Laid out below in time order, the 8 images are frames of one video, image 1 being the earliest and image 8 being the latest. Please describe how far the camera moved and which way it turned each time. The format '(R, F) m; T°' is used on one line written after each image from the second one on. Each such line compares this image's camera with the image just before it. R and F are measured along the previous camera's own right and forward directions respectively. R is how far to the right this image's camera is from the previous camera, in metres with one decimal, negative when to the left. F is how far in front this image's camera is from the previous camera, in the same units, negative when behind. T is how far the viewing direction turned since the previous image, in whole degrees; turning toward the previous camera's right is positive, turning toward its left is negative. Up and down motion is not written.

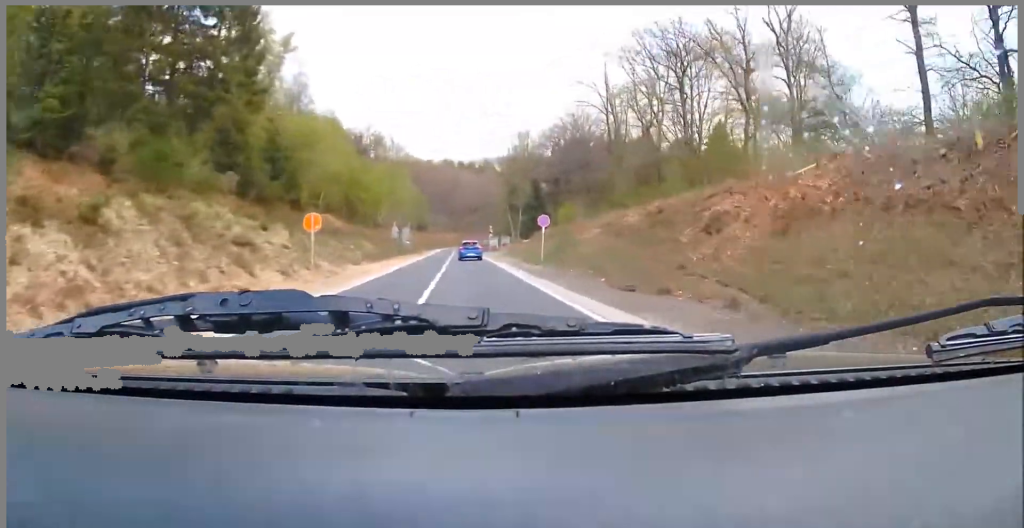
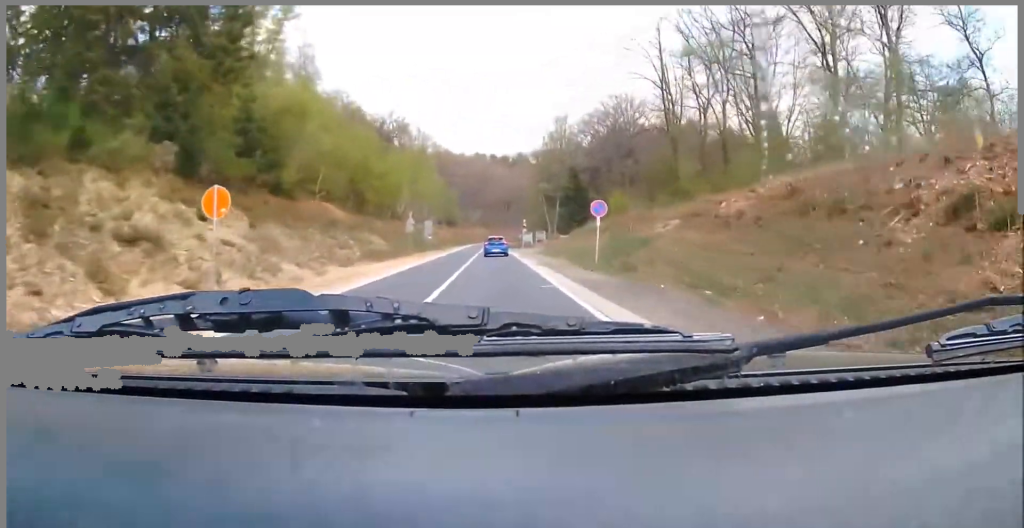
(-2.0, +10.2) m; -4°
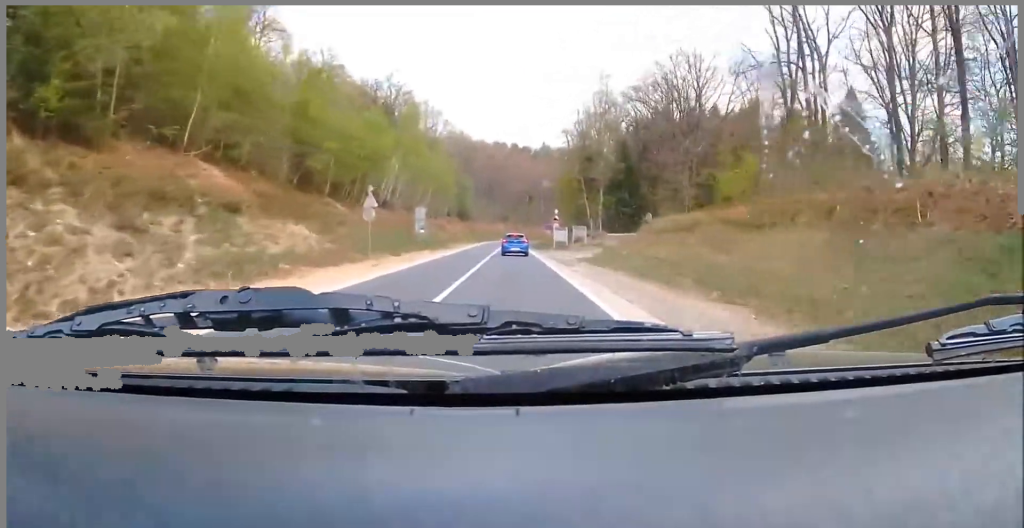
(+2.2, +23.0) m; +3°
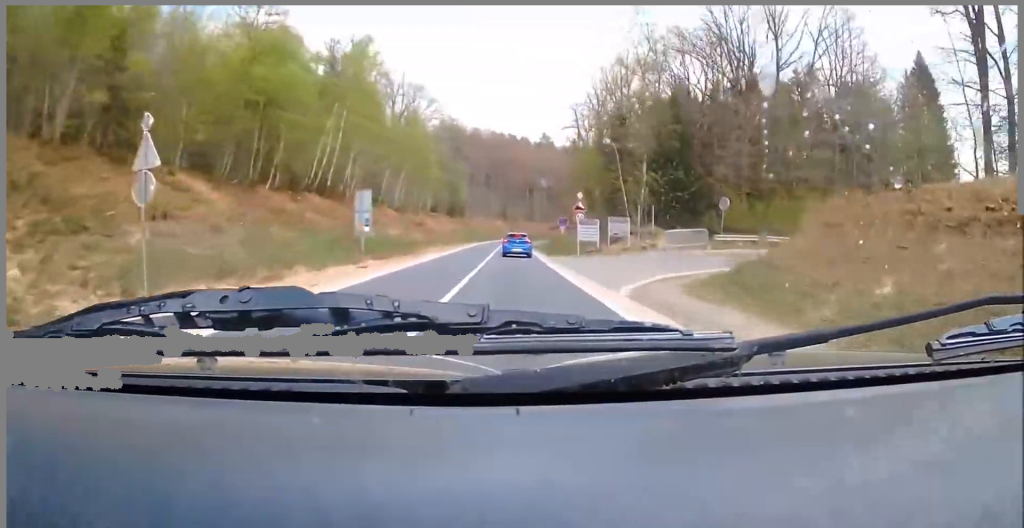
(-1.1, +21.7) m; 0°
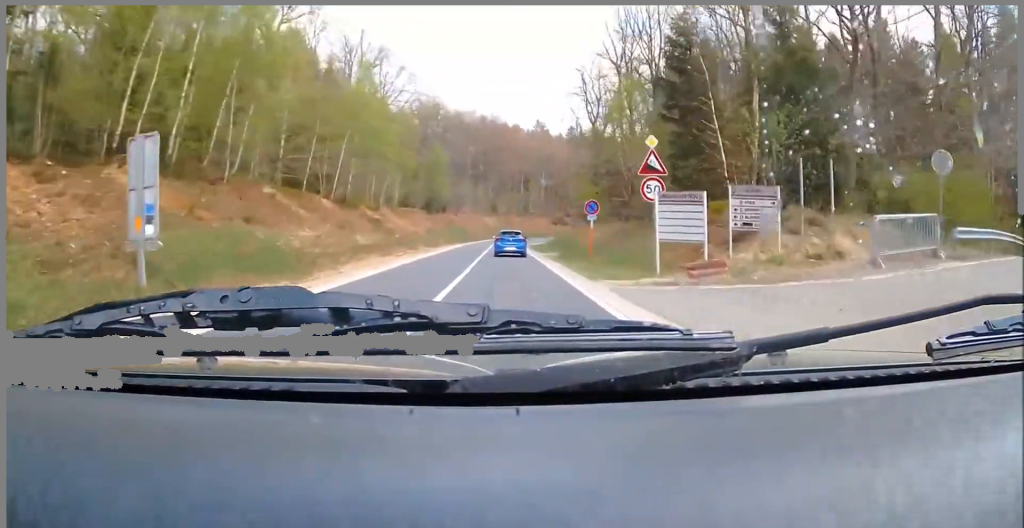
(+1.4, +22.0) m; +5°
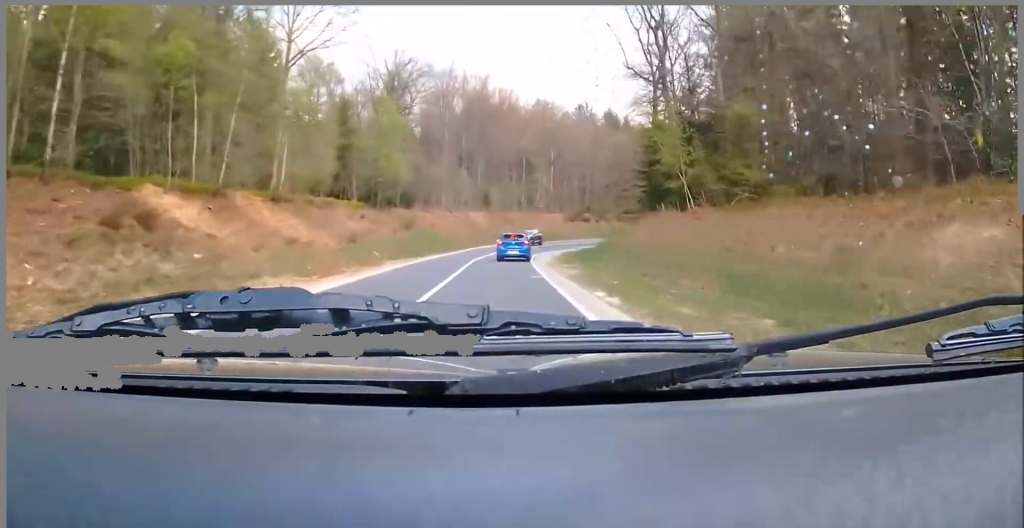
(+2.5, +36.9) m; +6°
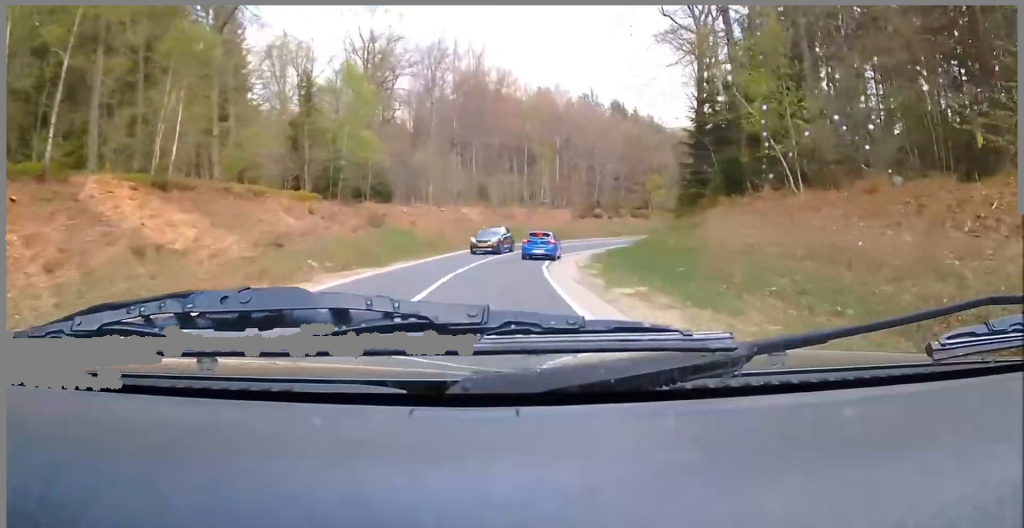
(-0.1, +12.7) m; 0°
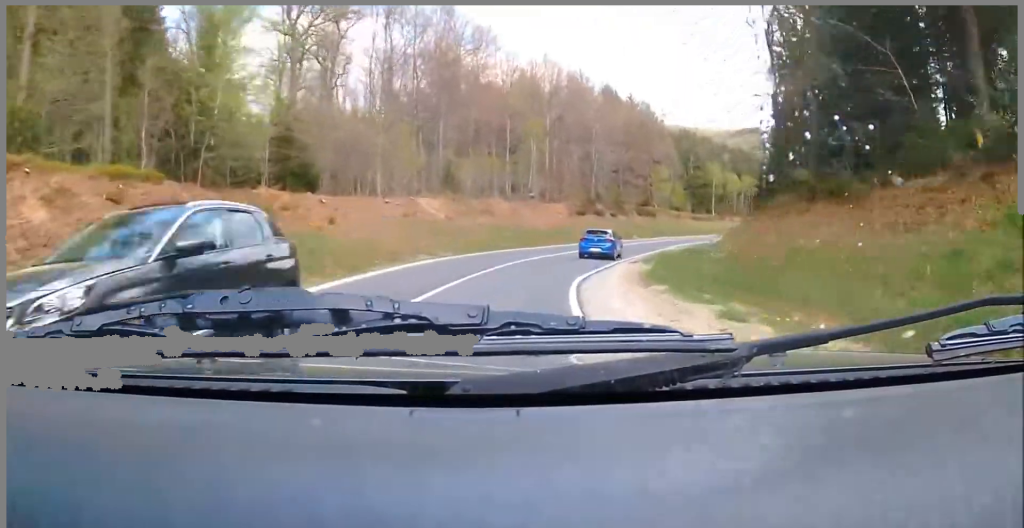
(+0.1, +17.0) m; +5°
